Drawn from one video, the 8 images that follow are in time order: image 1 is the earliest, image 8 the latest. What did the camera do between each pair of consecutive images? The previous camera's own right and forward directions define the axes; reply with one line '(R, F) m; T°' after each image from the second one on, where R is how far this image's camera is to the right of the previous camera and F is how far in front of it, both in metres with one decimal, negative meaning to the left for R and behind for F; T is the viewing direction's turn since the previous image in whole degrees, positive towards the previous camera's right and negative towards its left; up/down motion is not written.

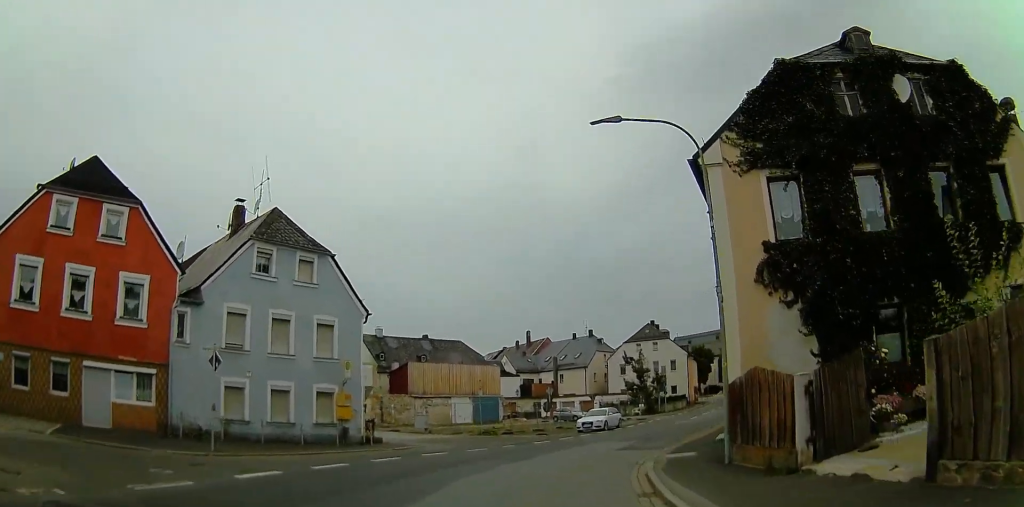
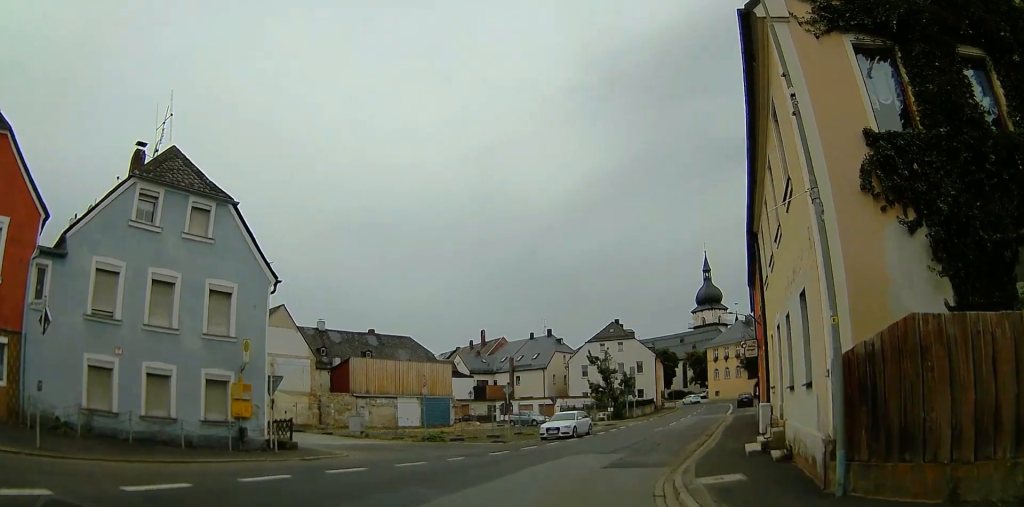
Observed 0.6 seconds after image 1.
(+0.1, +6.0) m; +2°
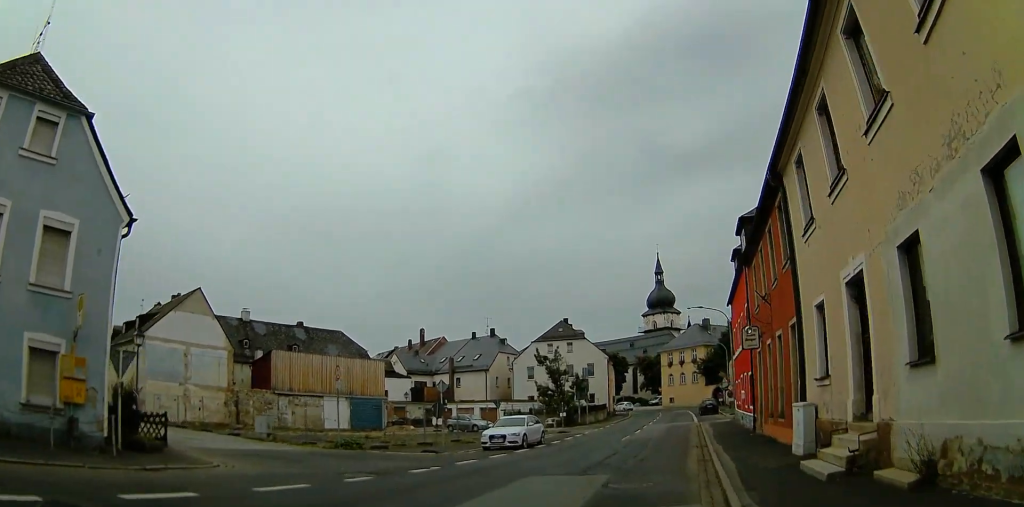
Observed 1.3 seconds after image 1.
(+0.1, +6.0) m; +5°
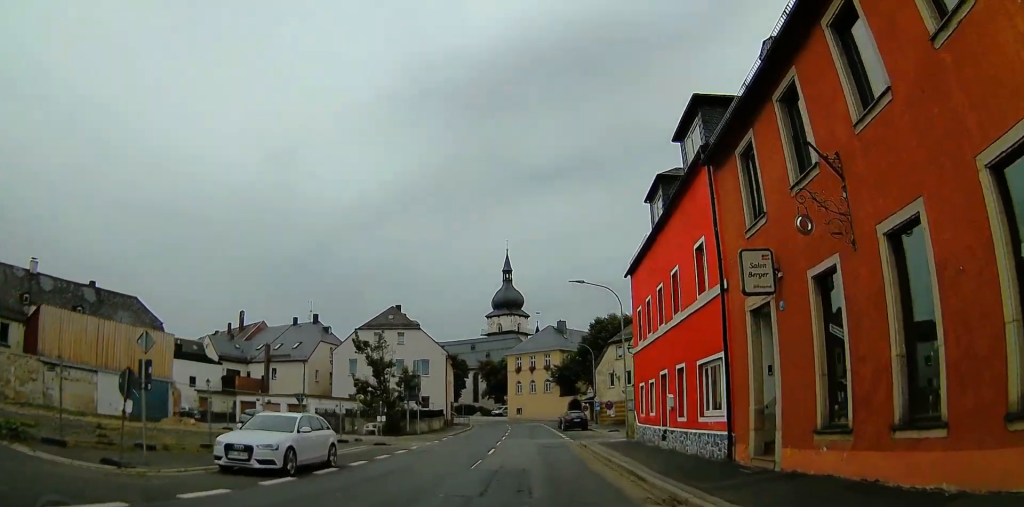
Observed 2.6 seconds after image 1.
(+1.4, +12.2) m; +18°
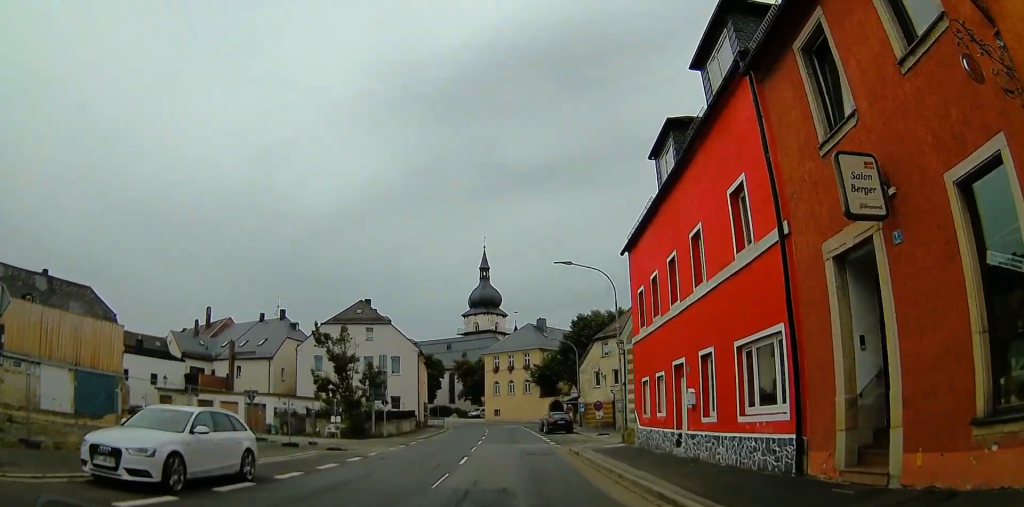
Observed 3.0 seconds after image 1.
(+0.4, +4.4) m; +4°
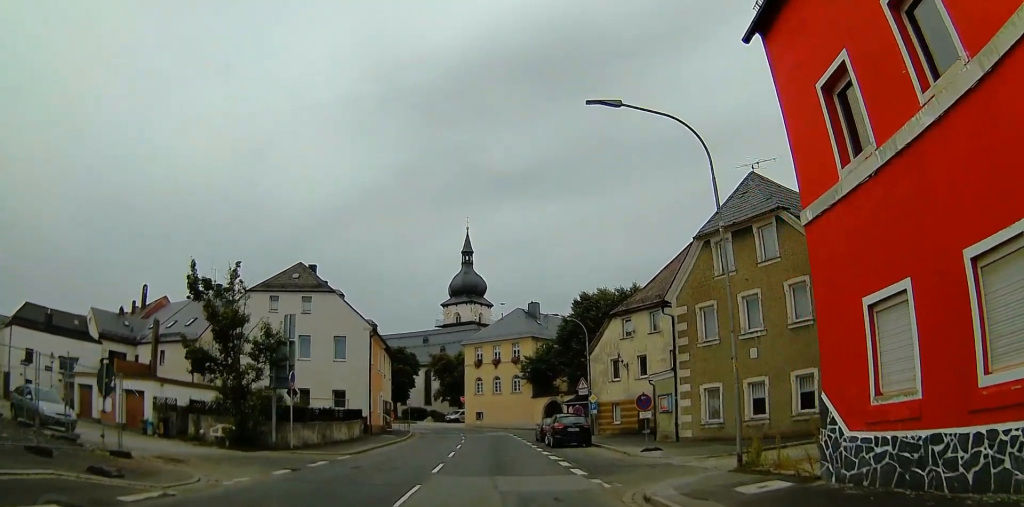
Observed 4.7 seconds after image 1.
(+0.6, +15.5) m; -3°
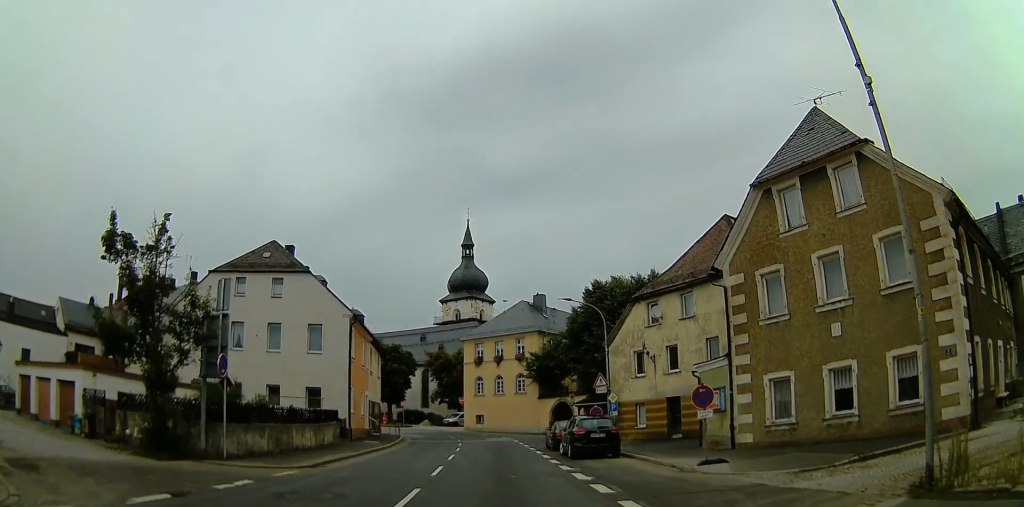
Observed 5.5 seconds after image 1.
(-0.1, +6.6) m; +3°
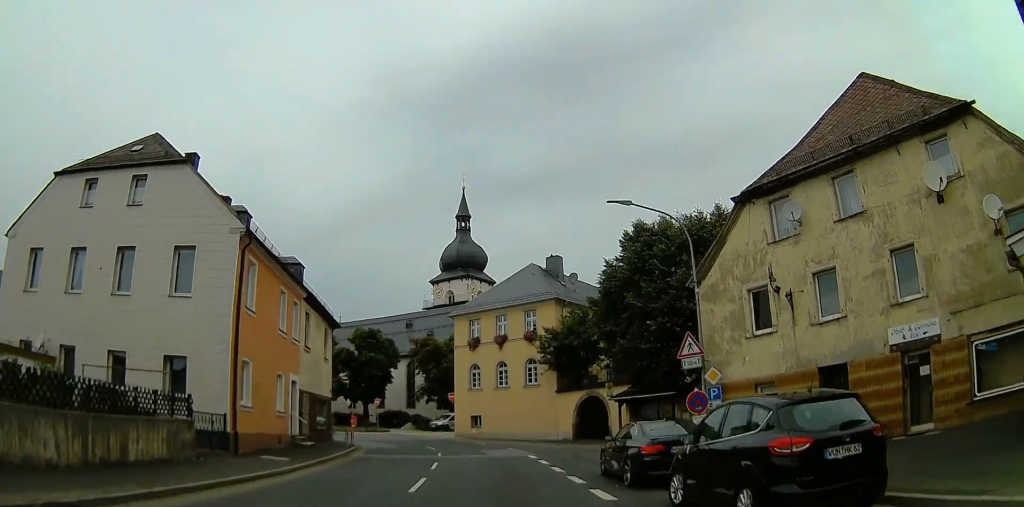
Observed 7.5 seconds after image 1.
(+0.4, +16.3) m; +2°
